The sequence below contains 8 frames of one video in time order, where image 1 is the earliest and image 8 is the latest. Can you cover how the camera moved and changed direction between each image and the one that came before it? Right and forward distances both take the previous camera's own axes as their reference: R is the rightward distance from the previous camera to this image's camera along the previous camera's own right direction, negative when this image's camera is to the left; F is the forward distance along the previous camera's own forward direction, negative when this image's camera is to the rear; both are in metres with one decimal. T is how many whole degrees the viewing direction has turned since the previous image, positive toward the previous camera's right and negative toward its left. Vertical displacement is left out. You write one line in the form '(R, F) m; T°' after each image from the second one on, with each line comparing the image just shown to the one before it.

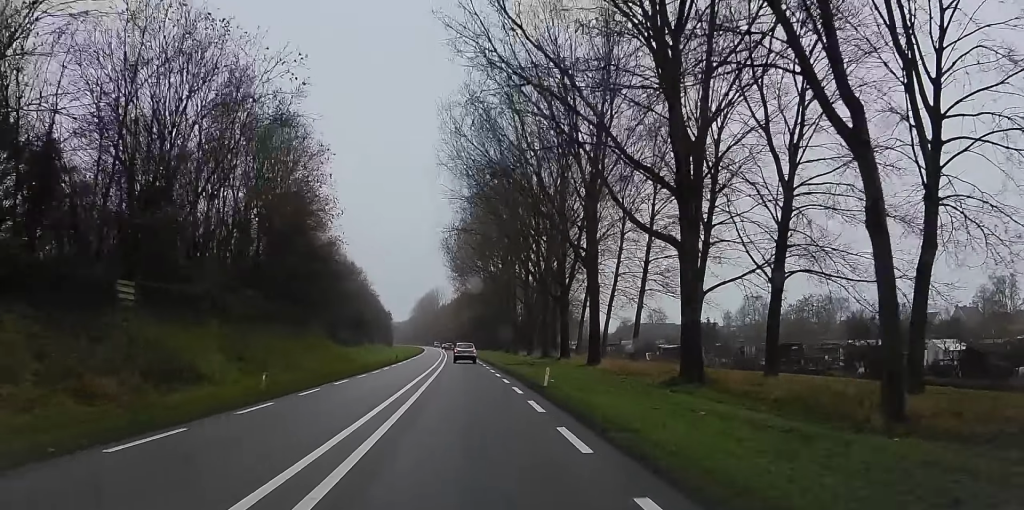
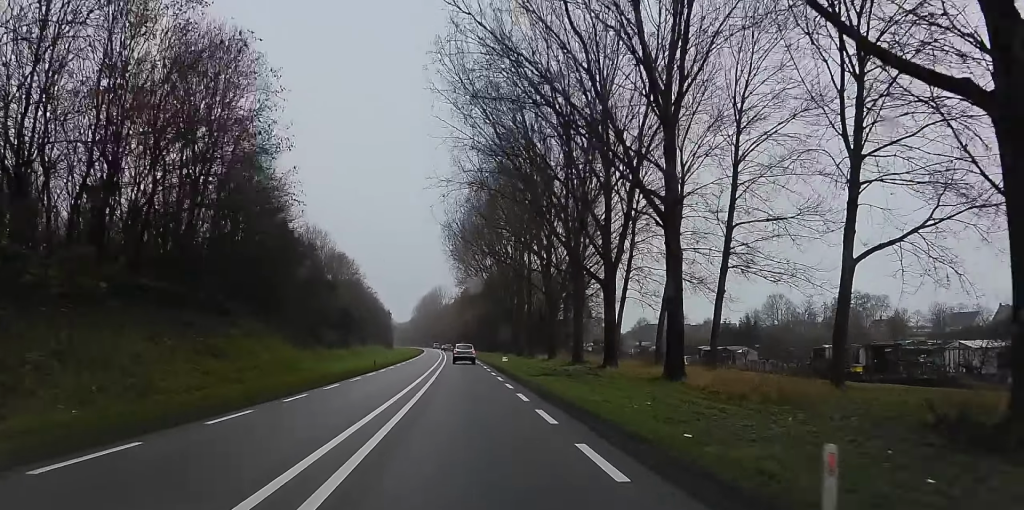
(0.0, +19.6) m; 0°
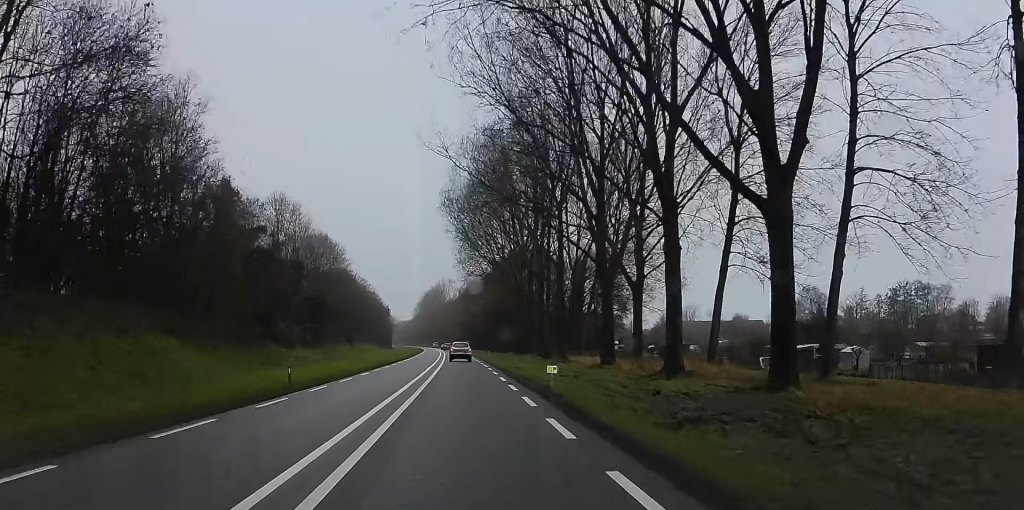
(0.0, +26.4) m; 0°
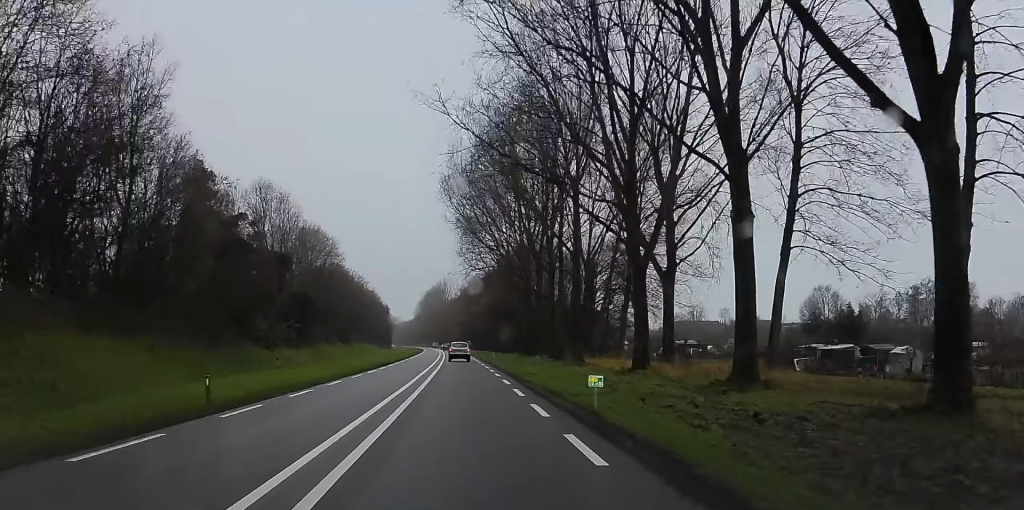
(0.0, +8.5) m; 0°
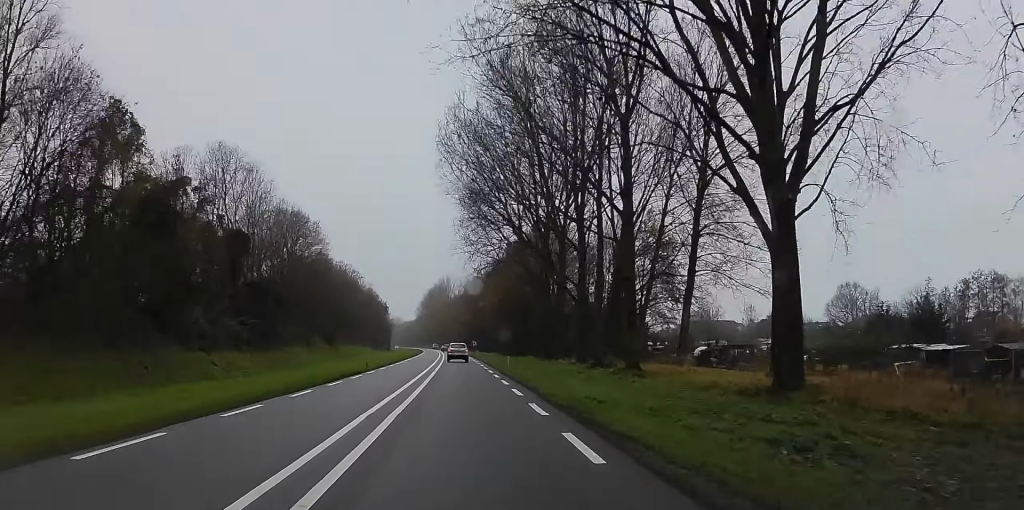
(0.0, +17.9) m; 0°
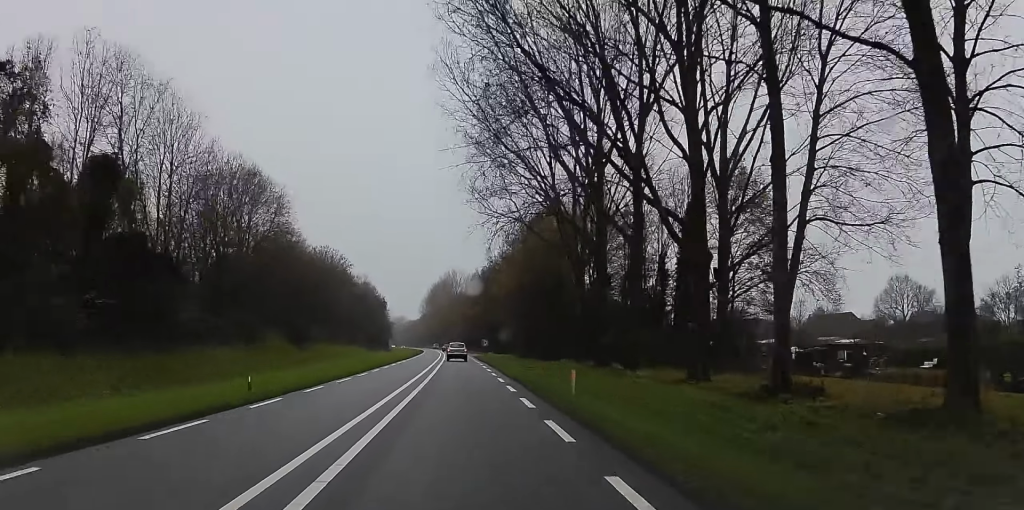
(0.0, +27.3) m; 0°
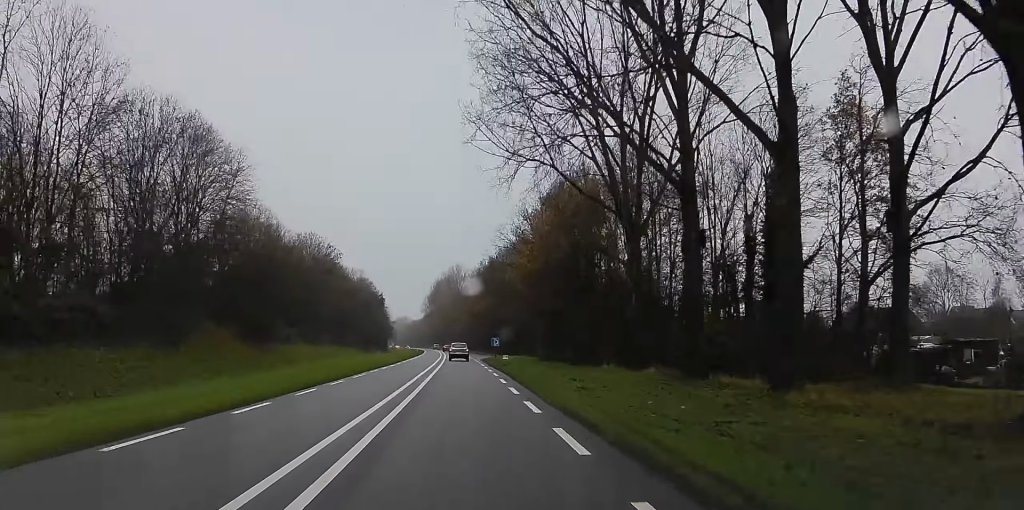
(0.0, +19.6) m; 0°
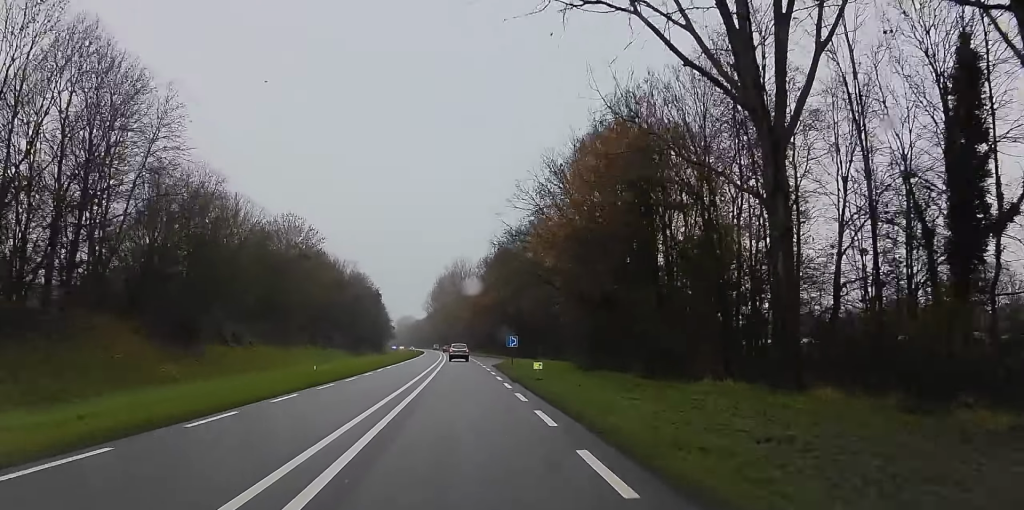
(0.0, +20.5) m; 0°
